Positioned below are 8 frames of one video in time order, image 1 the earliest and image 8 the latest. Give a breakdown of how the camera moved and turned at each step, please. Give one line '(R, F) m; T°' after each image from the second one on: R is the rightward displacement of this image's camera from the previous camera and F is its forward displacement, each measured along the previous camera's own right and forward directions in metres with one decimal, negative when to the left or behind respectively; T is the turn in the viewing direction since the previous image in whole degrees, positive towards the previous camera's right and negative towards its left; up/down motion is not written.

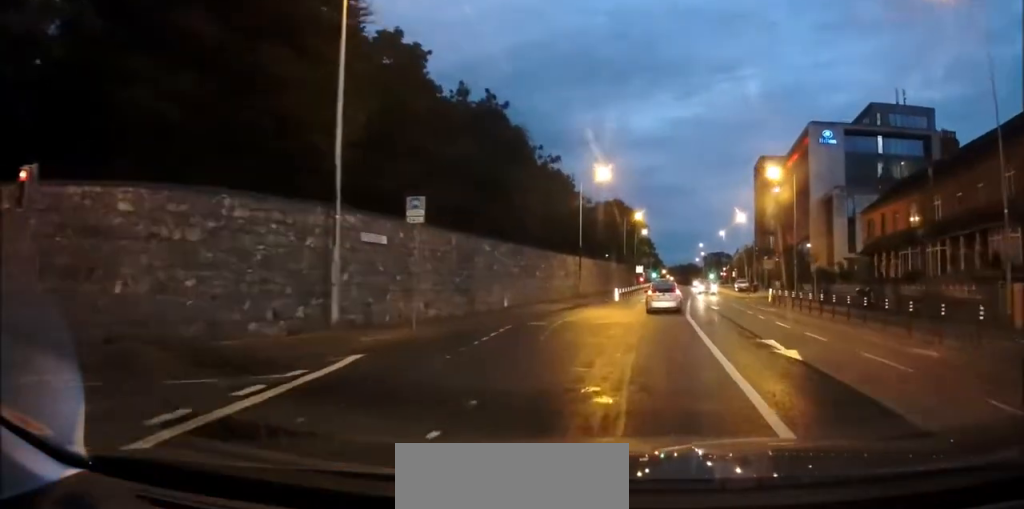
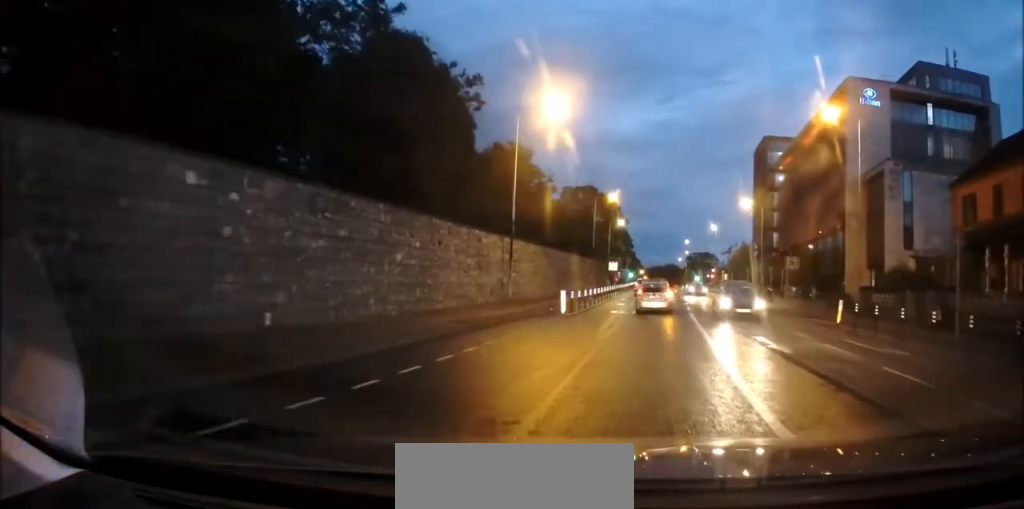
(+0.4, +18.6) m; +2°
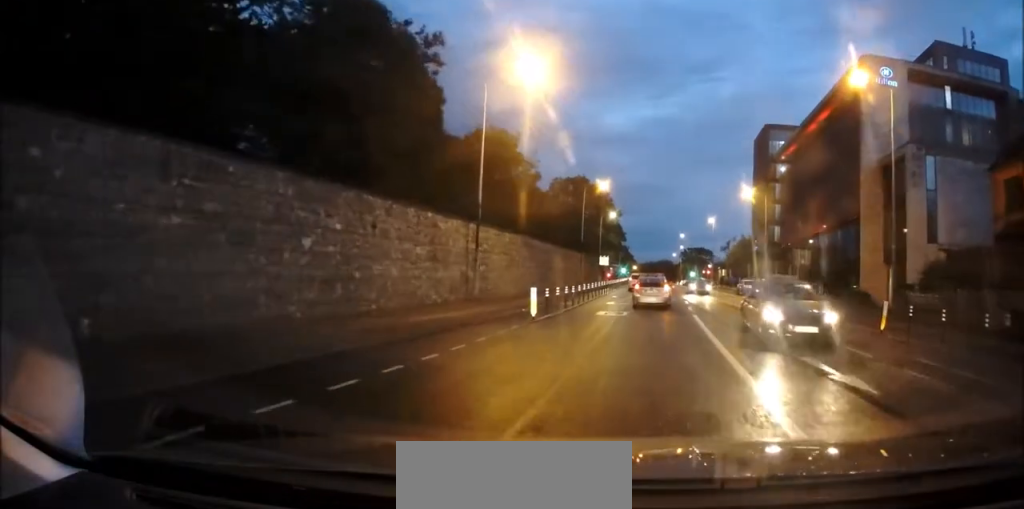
(0.0, +5.0) m; +1°
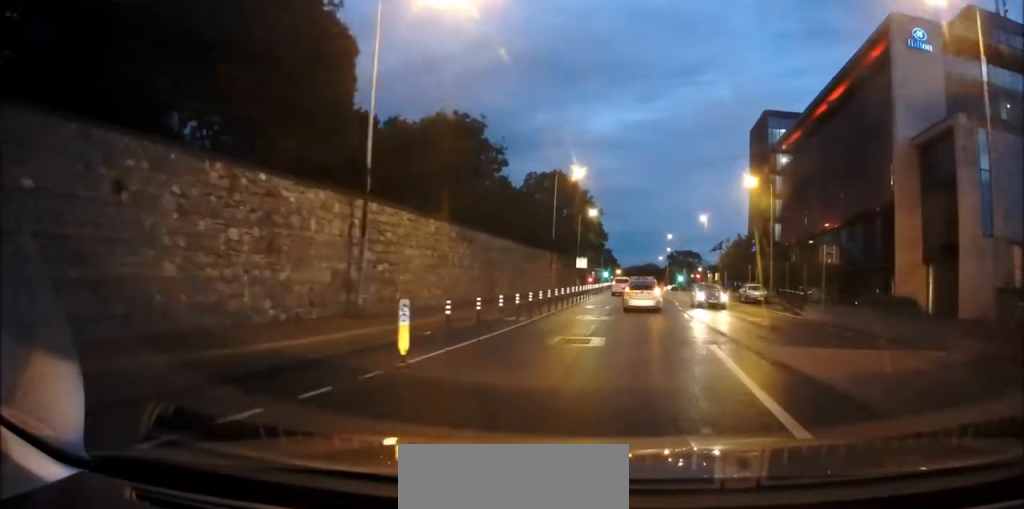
(0.0, +9.1) m; +1°
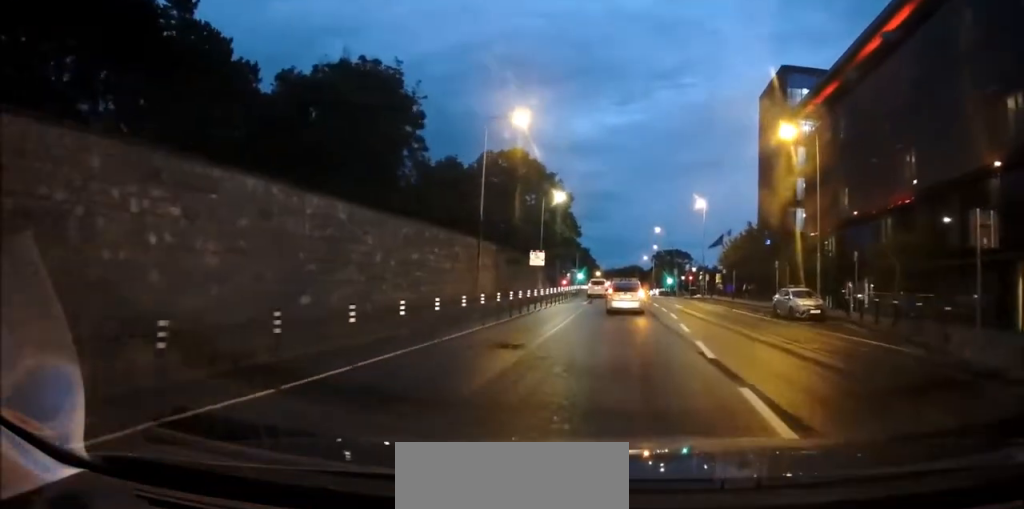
(+0.4, +17.4) m; 0°
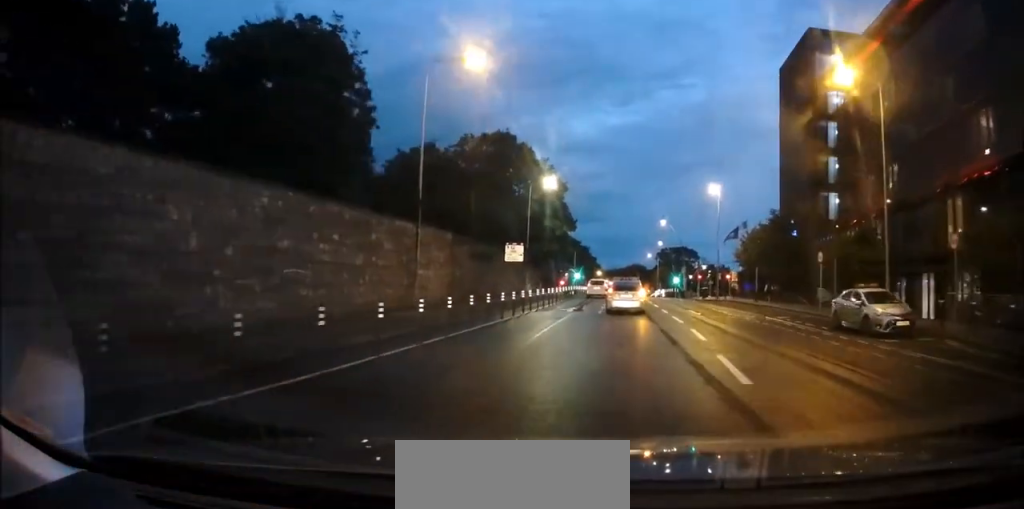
(-0.1, +9.0) m; -1°
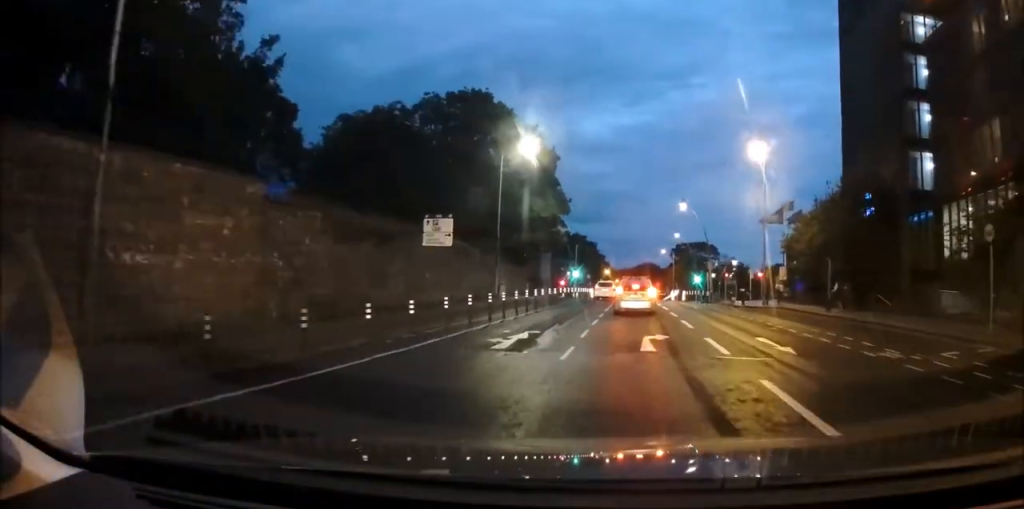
(0.0, +14.8) m; 0°
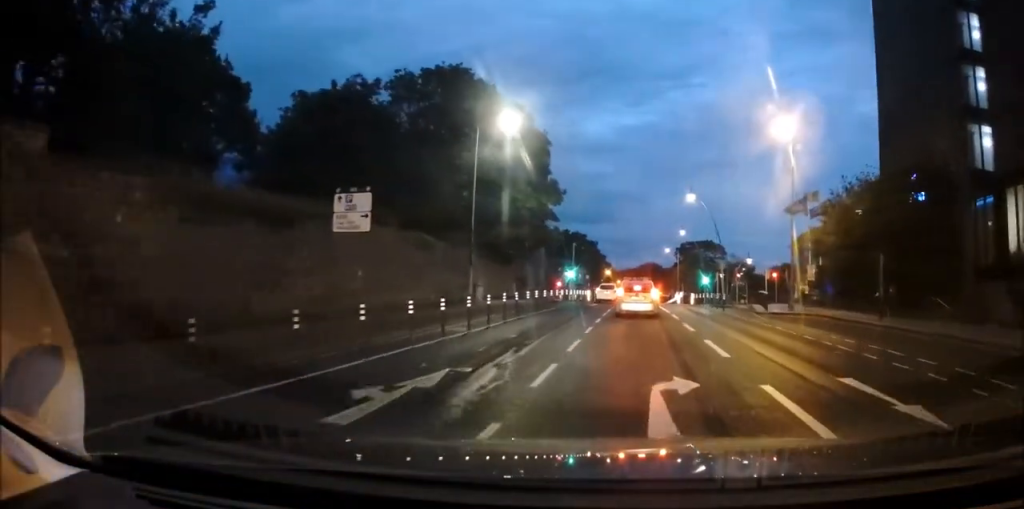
(0.0, +6.3) m; 0°
